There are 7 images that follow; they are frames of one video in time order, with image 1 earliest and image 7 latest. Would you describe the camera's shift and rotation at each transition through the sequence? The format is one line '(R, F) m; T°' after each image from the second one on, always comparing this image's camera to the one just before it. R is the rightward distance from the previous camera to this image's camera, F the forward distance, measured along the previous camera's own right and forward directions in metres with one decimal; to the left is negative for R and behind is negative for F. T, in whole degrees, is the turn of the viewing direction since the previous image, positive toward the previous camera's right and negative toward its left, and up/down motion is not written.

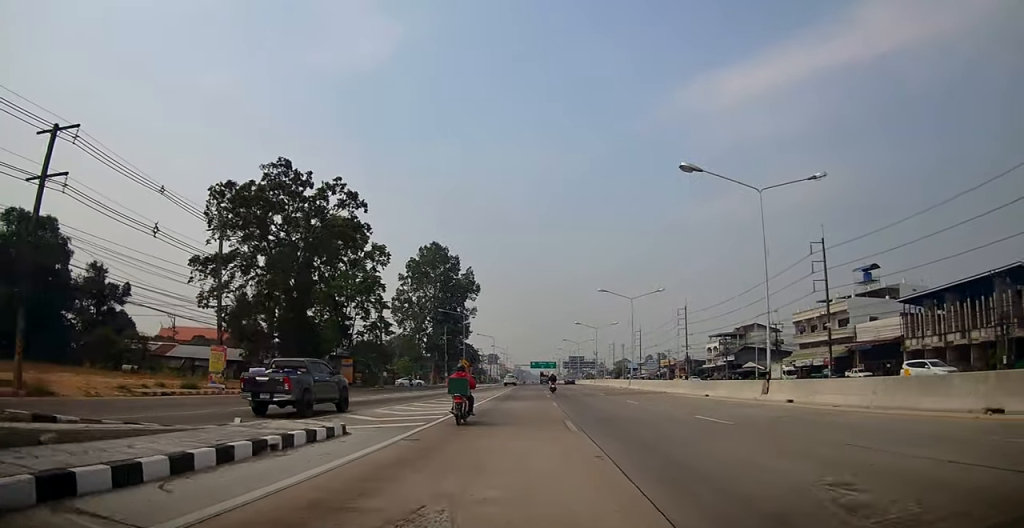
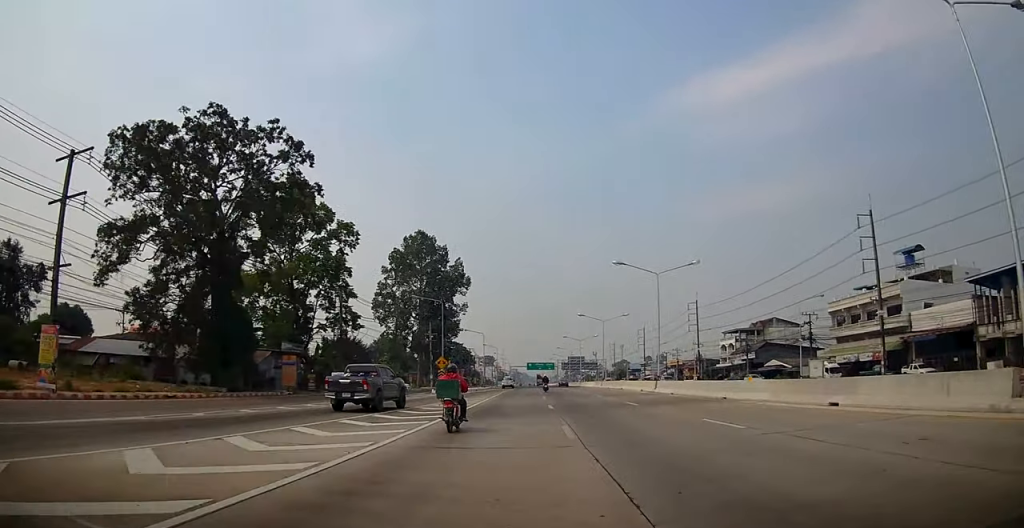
(+0.4, +12.3) m; -1°
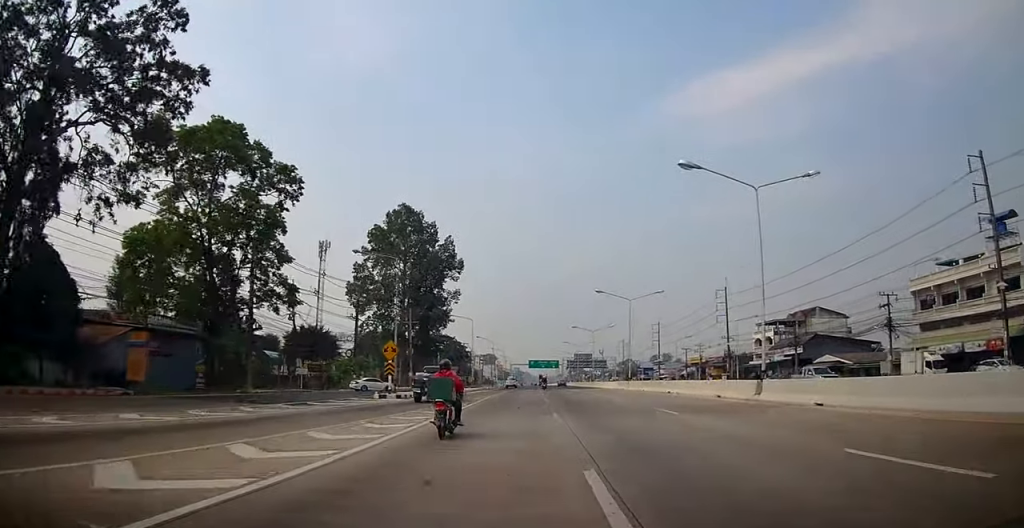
(-0.5, +17.8) m; 0°
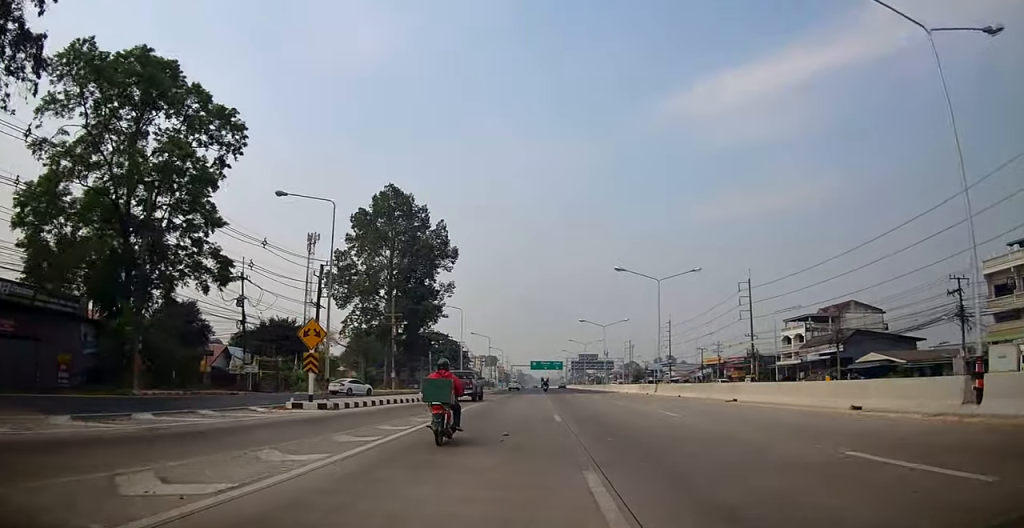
(+0.4, +11.5) m; 0°
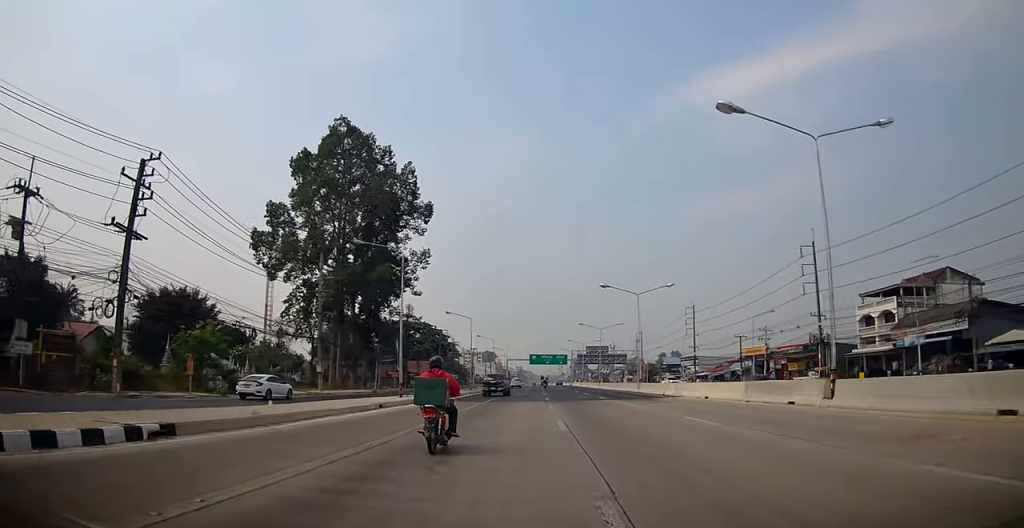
(0.0, +24.8) m; +2°
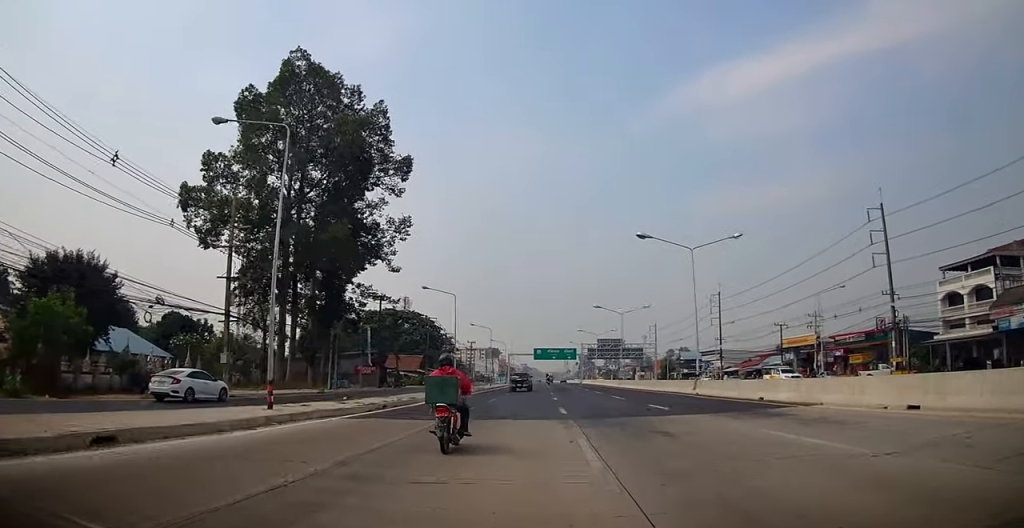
(0.0, +16.3) m; 0°
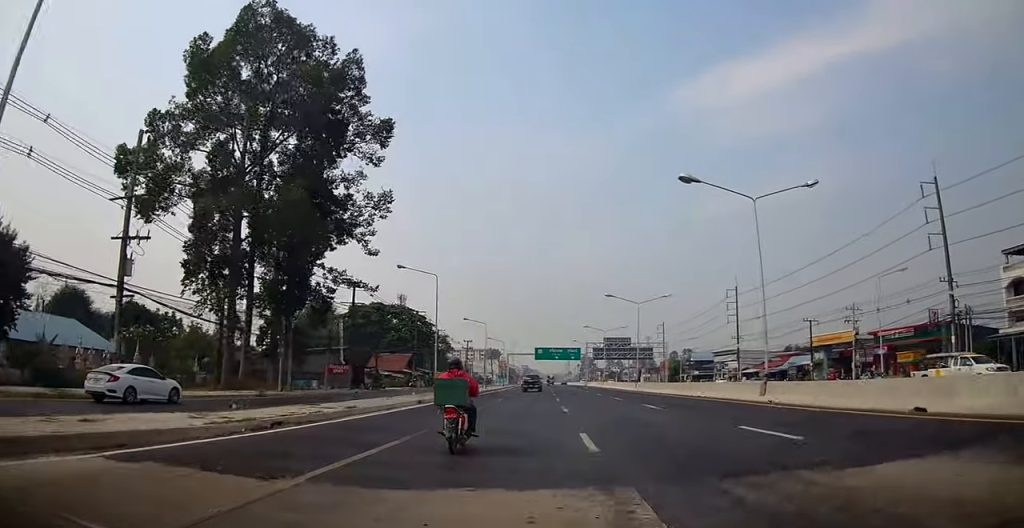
(0.0, +10.1) m; +1°
